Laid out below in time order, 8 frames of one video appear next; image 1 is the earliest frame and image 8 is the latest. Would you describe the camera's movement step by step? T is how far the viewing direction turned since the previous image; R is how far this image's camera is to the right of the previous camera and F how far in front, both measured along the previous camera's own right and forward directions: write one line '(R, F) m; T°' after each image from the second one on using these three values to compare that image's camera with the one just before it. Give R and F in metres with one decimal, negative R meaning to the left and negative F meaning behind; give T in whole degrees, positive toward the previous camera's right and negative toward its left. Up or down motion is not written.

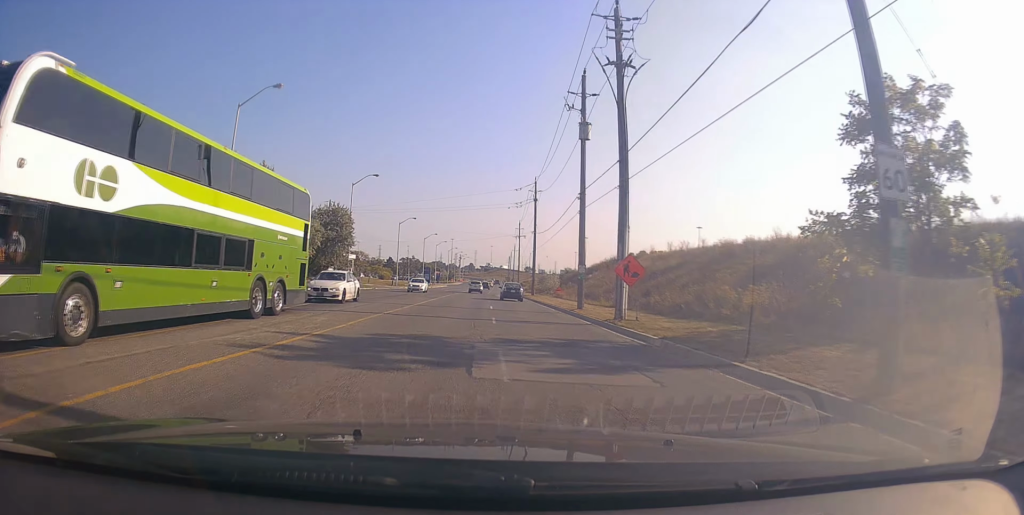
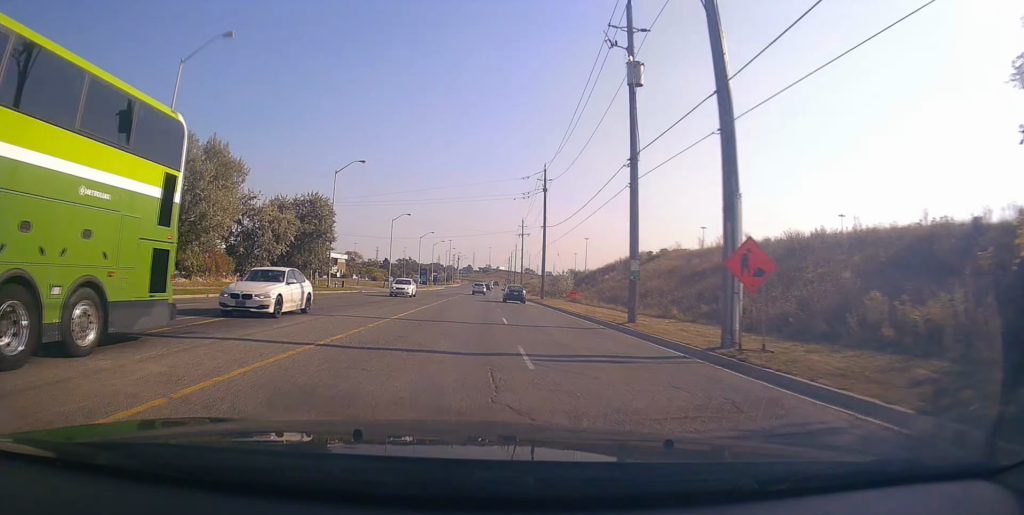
(0.0, +9.2) m; 0°
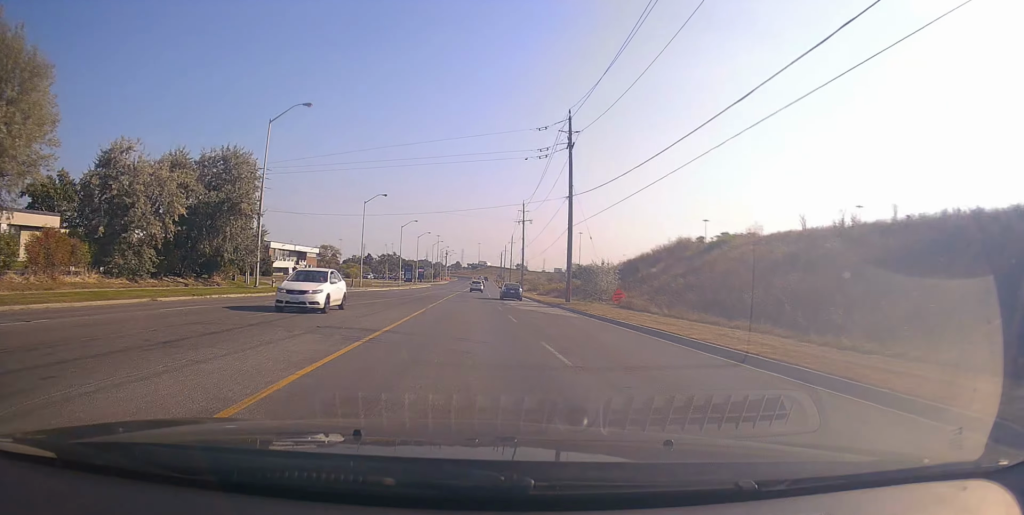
(+0.1, +19.2) m; -1°
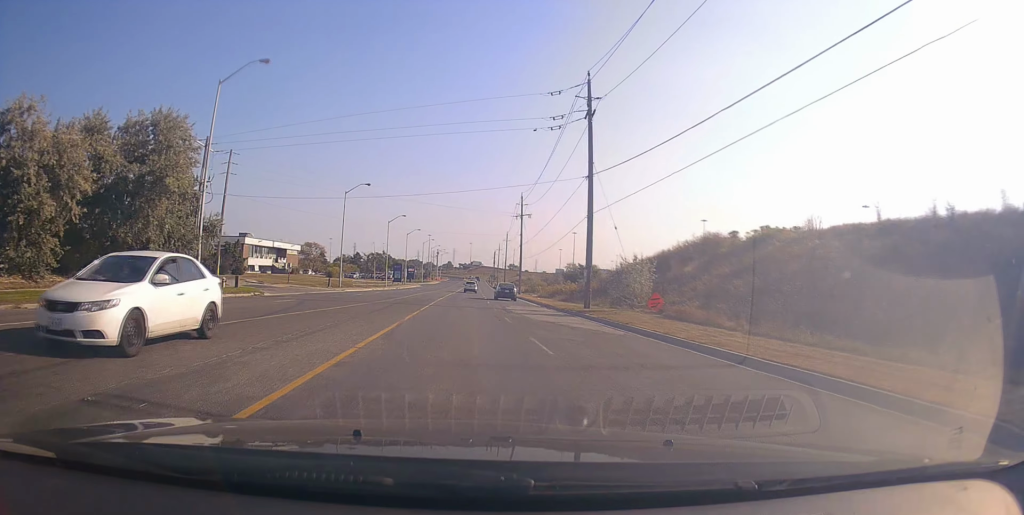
(0.0, +8.7) m; 0°
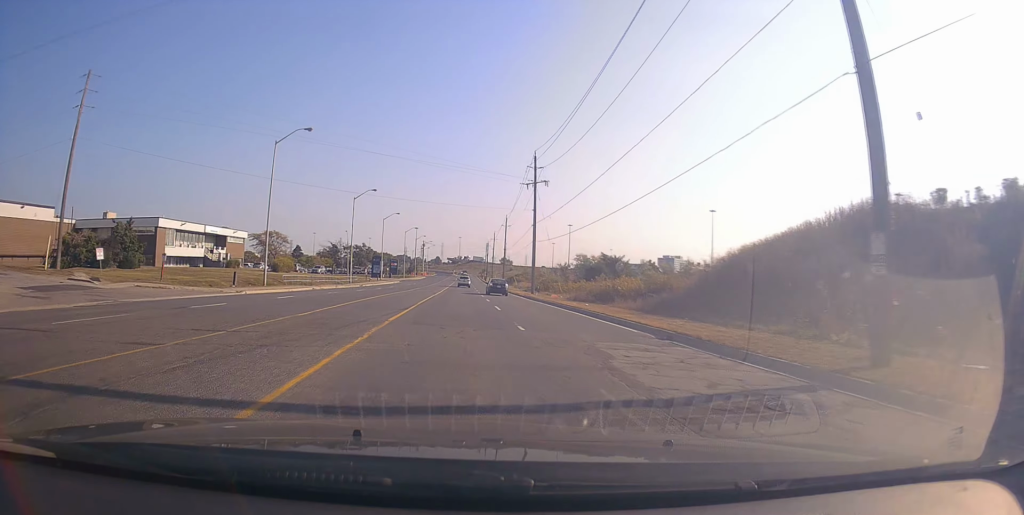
(+0.1, +25.3) m; +1°
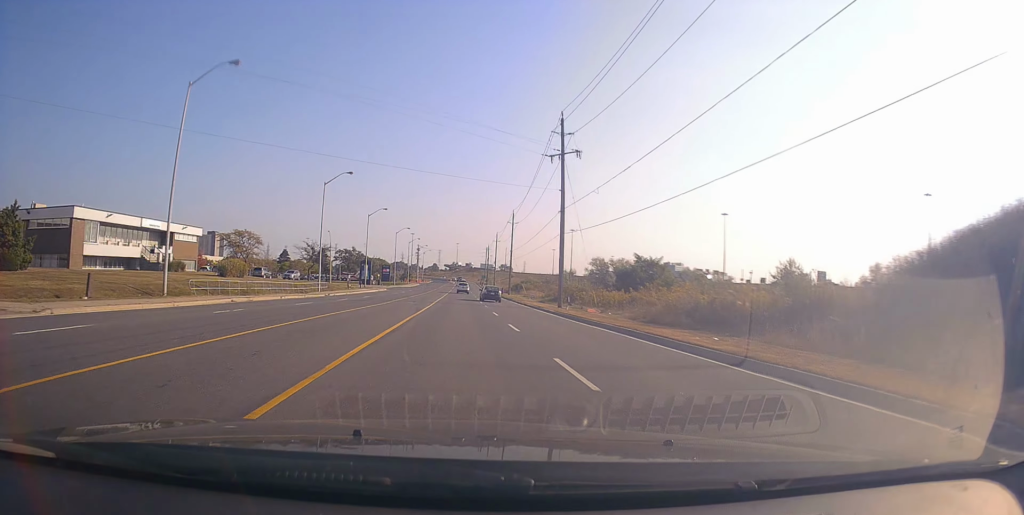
(0.0, +17.1) m; 0°
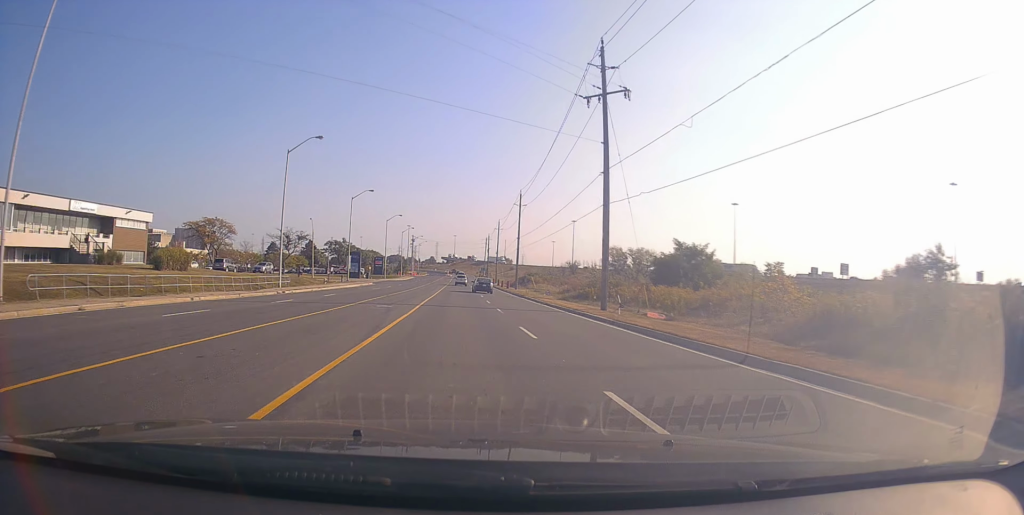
(0.0, +13.6) m; 0°
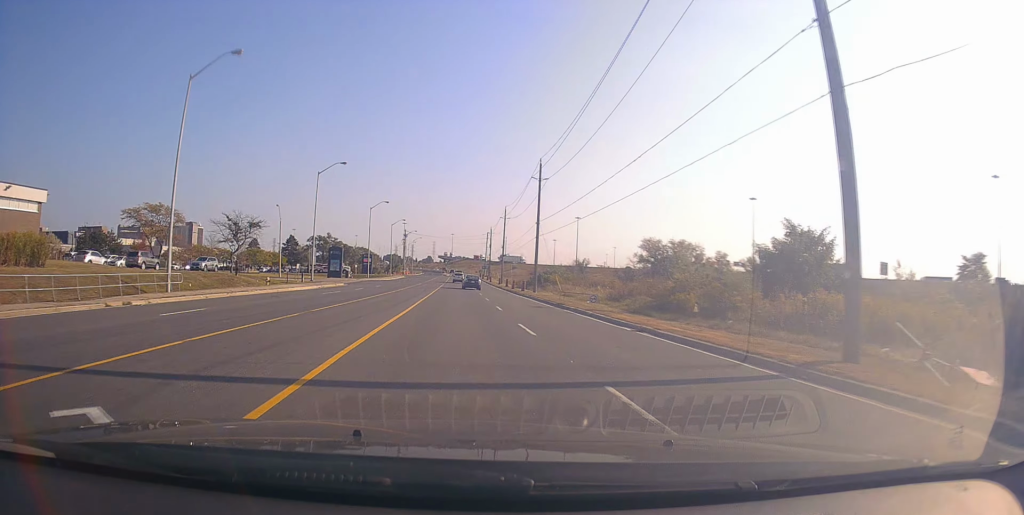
(+0.1, +20.1) m; 0°
